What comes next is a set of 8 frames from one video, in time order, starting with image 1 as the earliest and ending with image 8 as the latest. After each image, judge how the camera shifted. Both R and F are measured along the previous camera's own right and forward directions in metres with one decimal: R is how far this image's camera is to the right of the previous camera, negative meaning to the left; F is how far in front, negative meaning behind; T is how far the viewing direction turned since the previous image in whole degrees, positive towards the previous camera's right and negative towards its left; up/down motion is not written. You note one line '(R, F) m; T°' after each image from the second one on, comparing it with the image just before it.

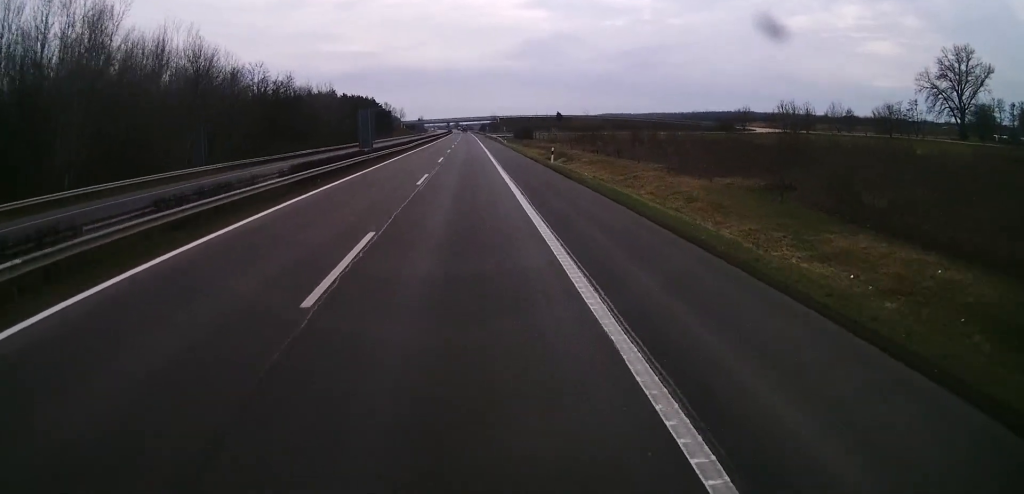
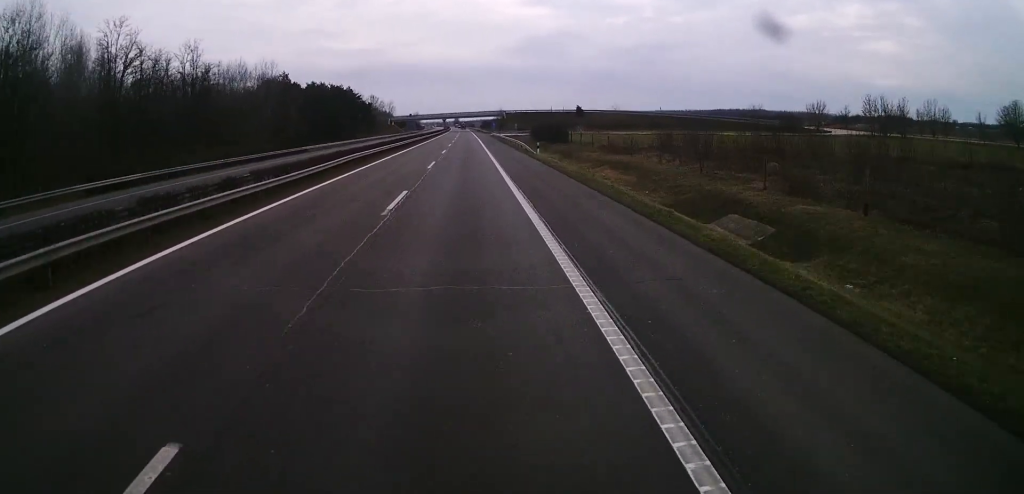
(+0.1, +44.8) m; 0°
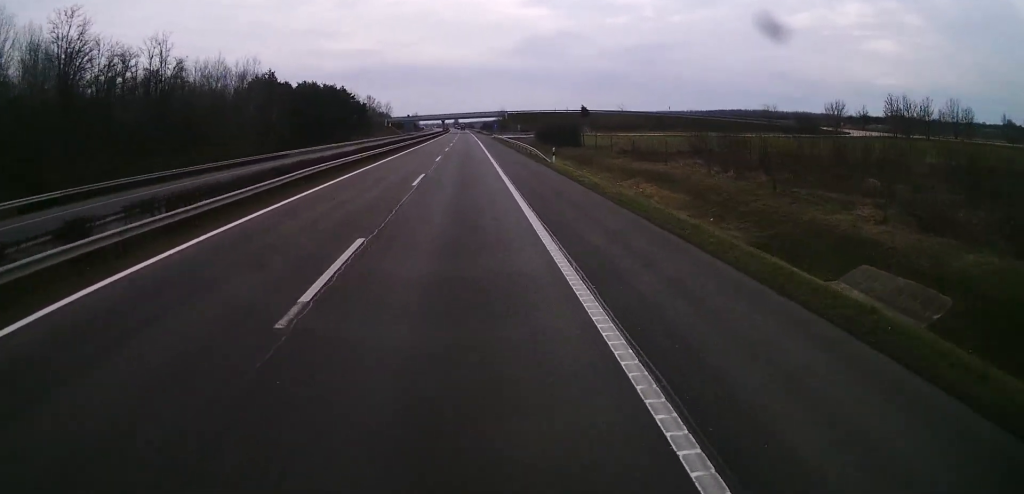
(+0.1, +8.7) m; 0°
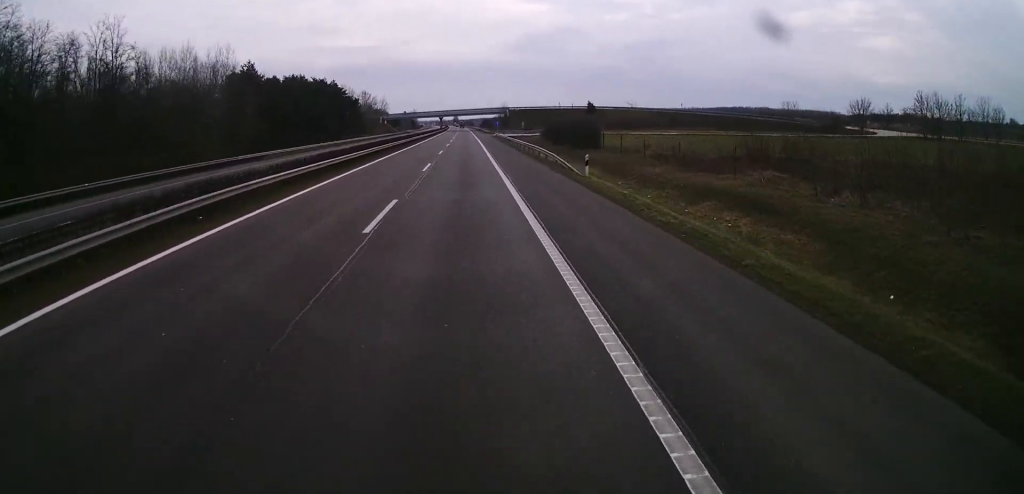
(-0.1, +10.5) m; 0°
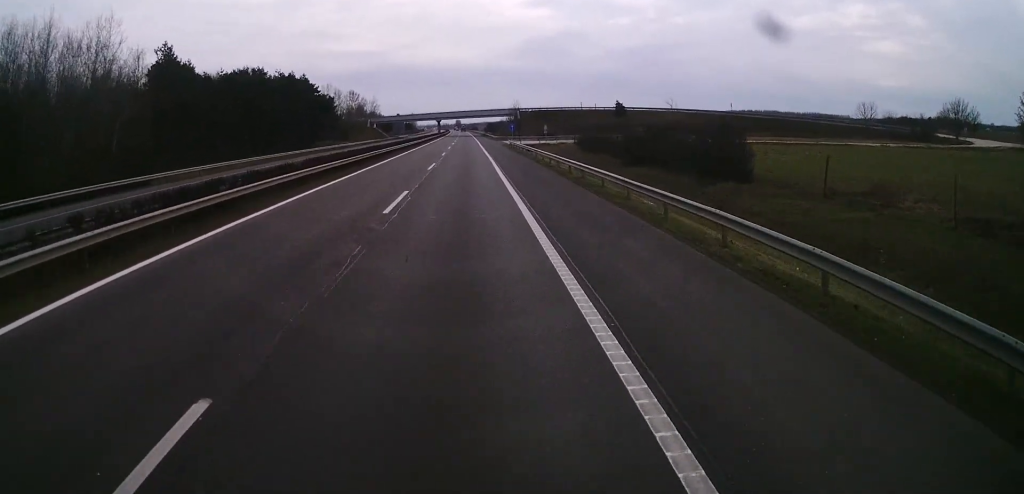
(-0.1, +30.0) m; 0°
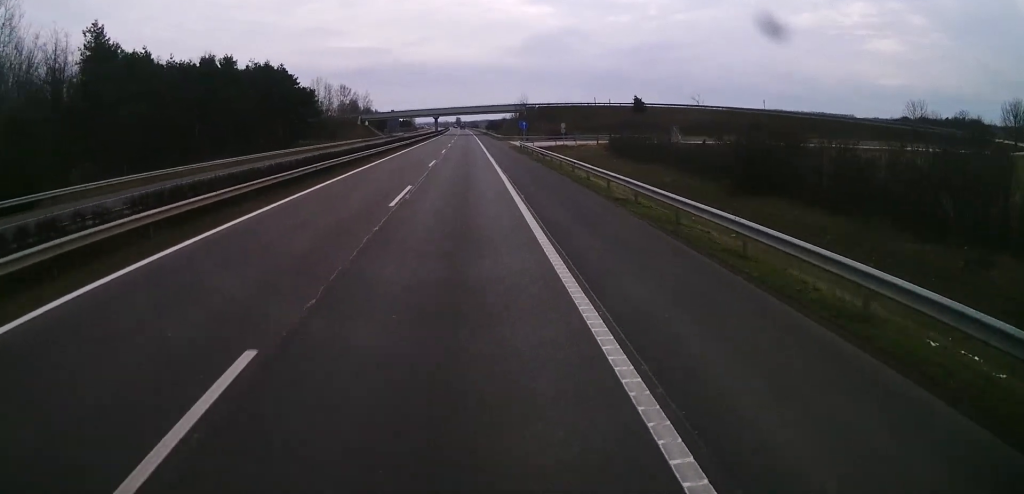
(0.0, +17.4) m; 0°
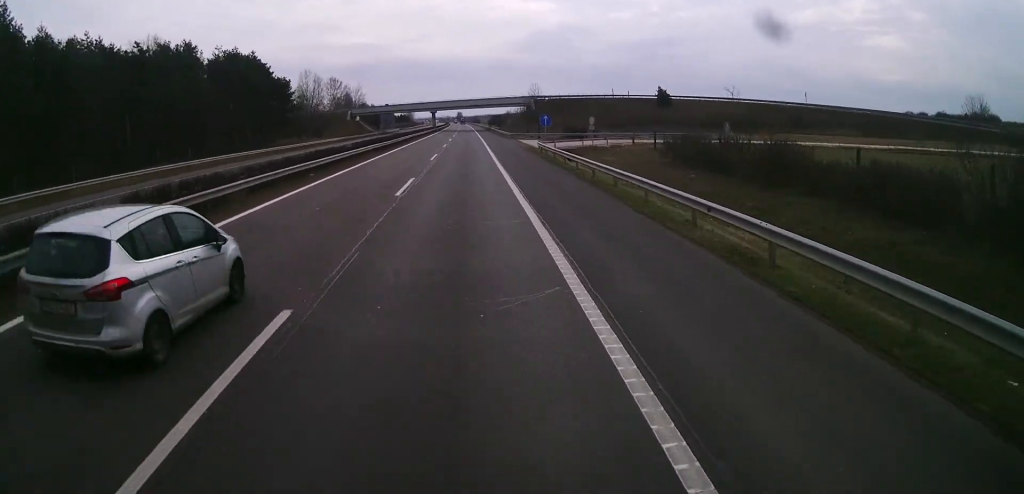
(0.0, +16.9) m; 0°
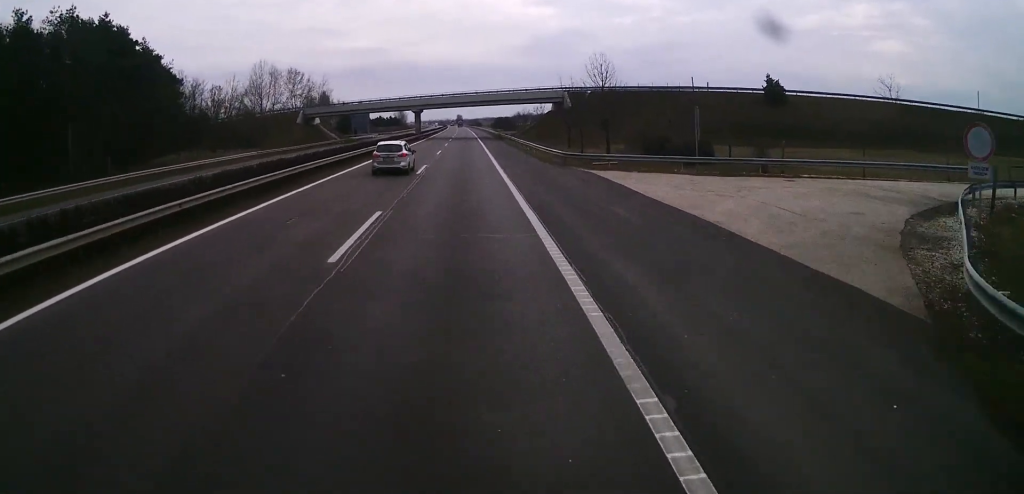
(-0.3, +45.1) m; -1°
